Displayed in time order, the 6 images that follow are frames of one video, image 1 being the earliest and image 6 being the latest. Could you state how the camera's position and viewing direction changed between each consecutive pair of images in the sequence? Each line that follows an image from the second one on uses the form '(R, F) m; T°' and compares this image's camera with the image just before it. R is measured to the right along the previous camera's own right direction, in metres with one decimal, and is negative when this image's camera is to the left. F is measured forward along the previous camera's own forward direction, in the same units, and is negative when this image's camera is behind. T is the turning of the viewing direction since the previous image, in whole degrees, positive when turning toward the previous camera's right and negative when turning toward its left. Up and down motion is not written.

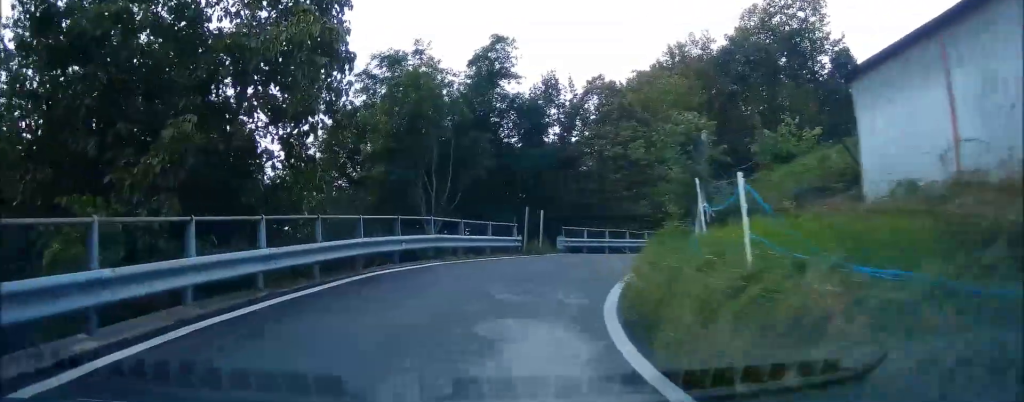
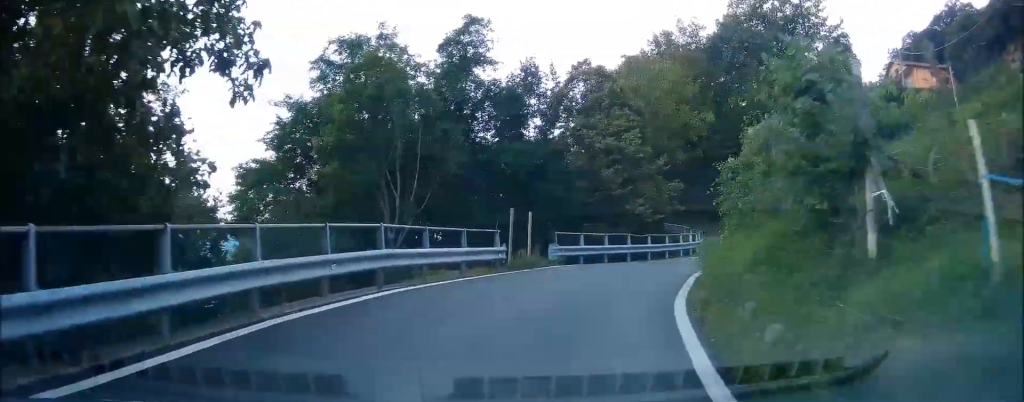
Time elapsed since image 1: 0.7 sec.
(-0.5, +5.5) m; +5°
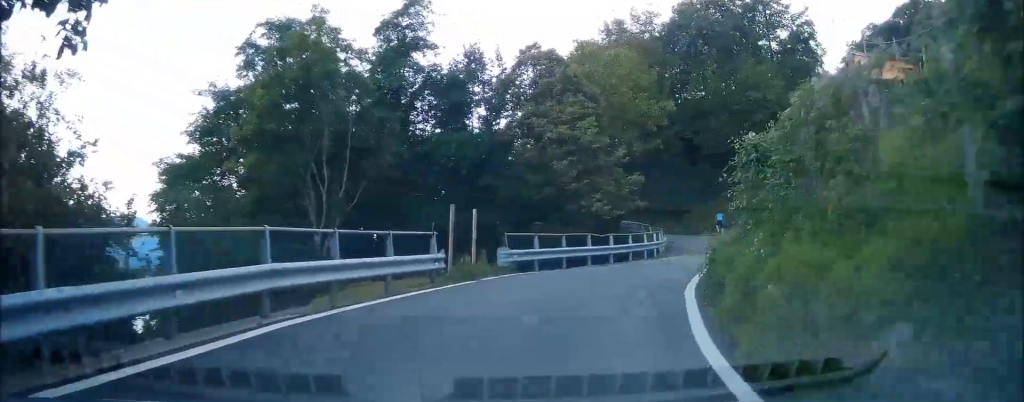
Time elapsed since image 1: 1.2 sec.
(+0.5, +3.8) m; +7°
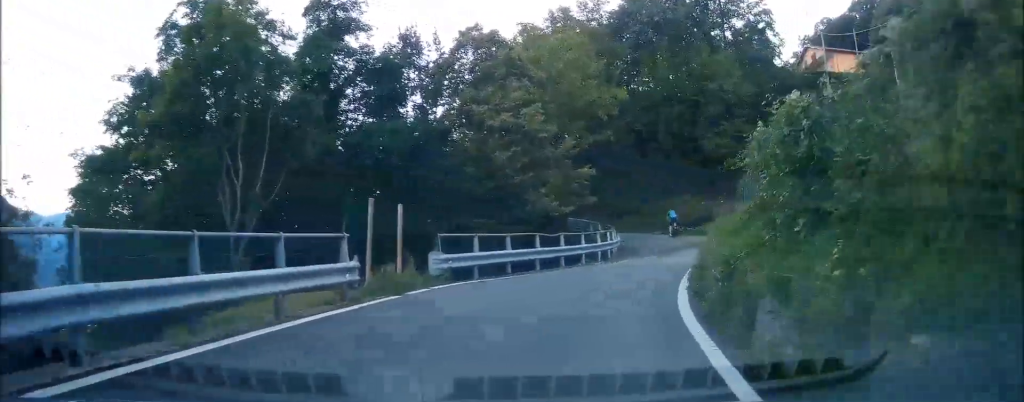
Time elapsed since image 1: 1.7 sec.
(+0.2, +3.3) m; +6°
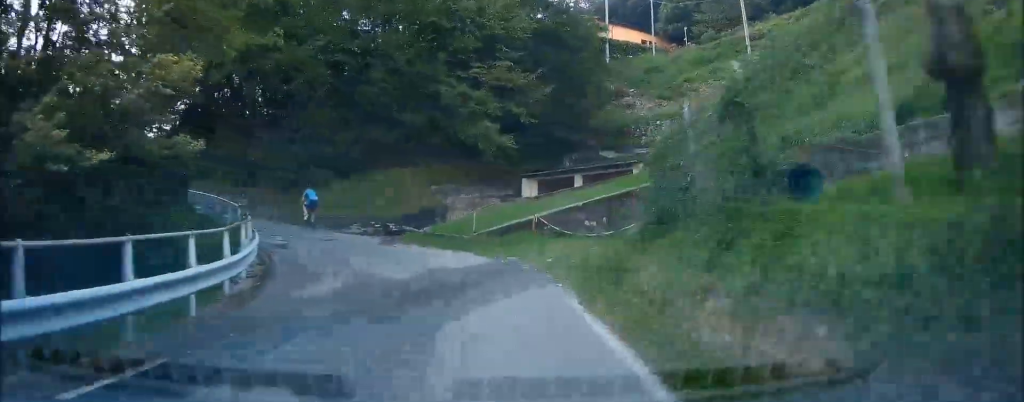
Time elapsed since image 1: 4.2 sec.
(+2.8, +19.7) m; +7°
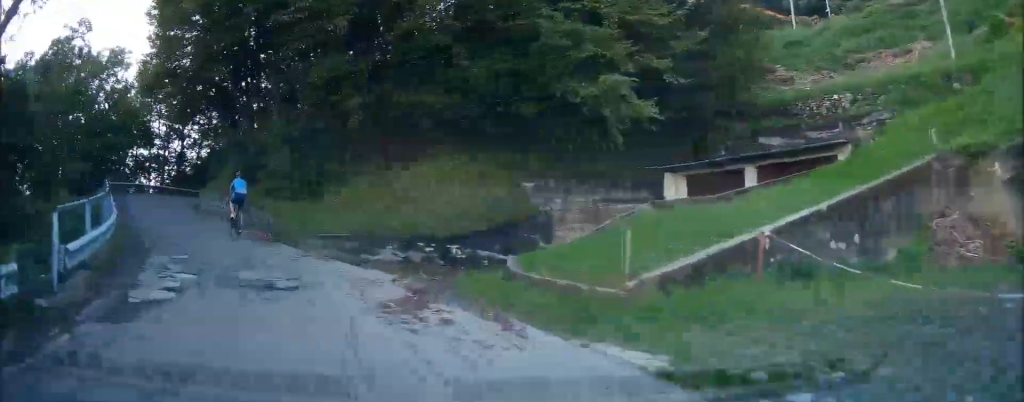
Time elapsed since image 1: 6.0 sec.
(-0.9, +12.8) m; -12°
